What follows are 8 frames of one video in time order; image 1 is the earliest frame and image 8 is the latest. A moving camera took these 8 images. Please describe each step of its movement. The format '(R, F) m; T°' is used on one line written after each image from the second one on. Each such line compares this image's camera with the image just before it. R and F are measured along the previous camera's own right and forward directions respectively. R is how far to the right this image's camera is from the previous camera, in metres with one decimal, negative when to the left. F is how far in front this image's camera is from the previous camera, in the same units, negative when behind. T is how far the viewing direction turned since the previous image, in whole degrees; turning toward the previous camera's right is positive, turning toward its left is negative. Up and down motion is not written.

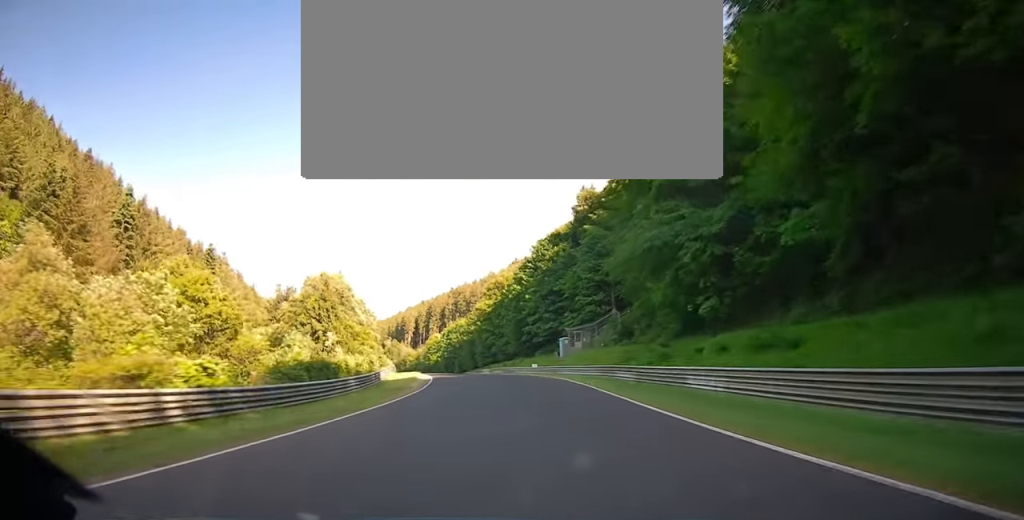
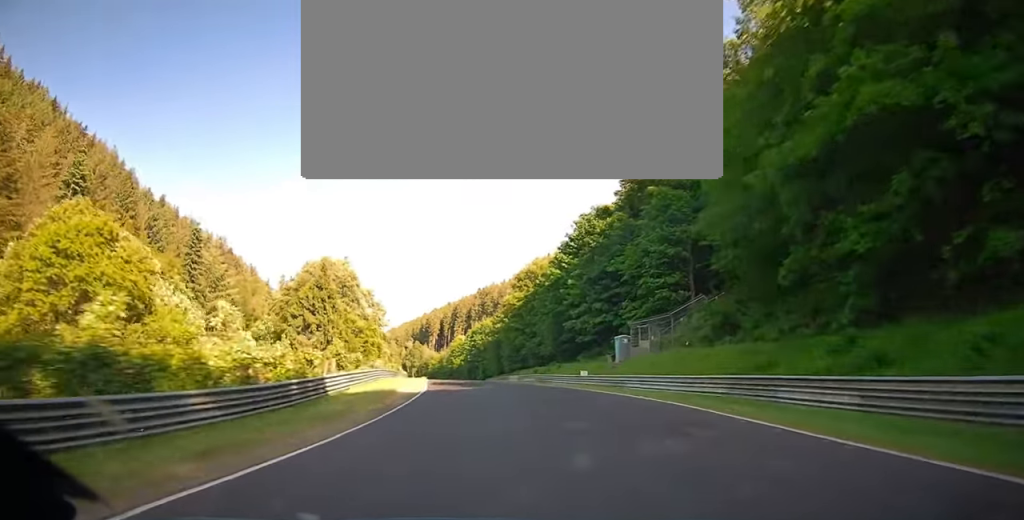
(-0.7, +18.1) m; -2°
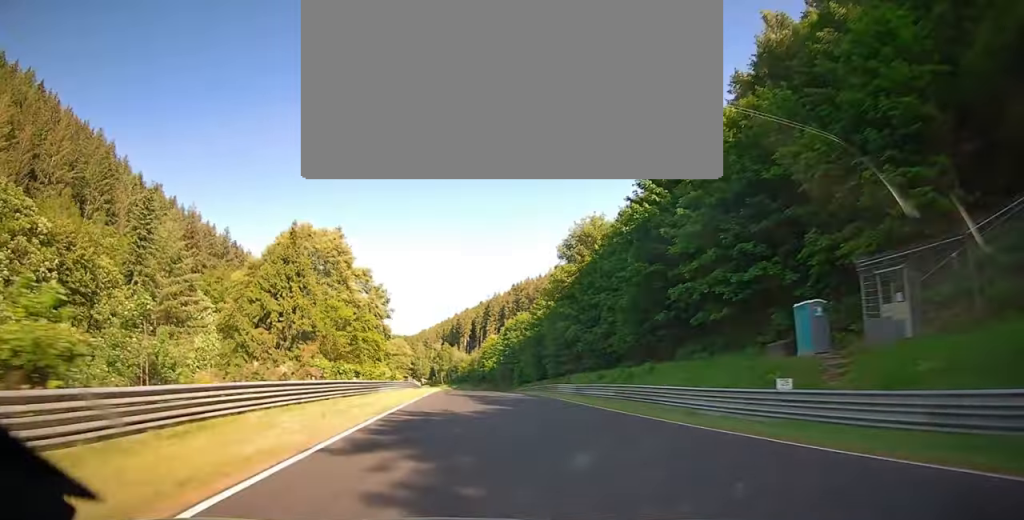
(-0.7, +26.4) m; -2°
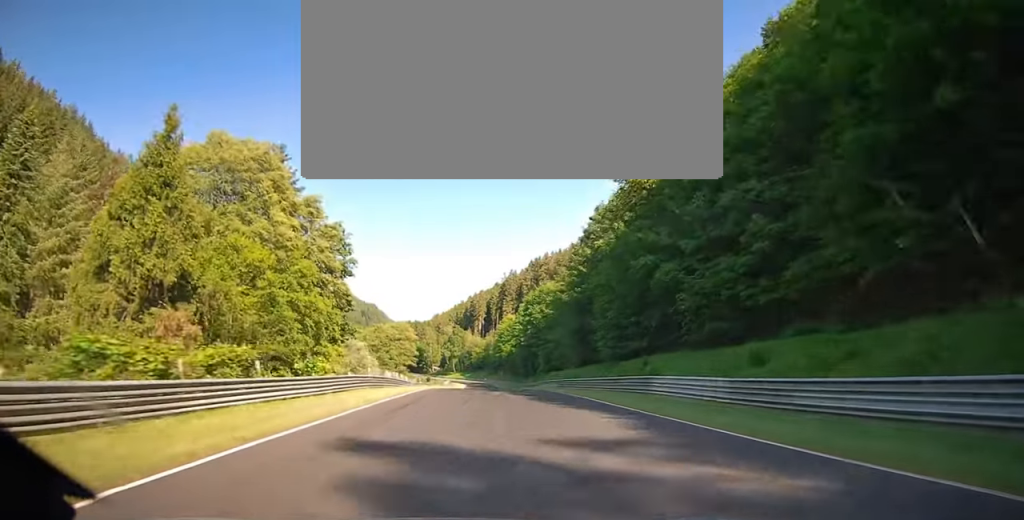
(-0.3, +28.2) m; -1°
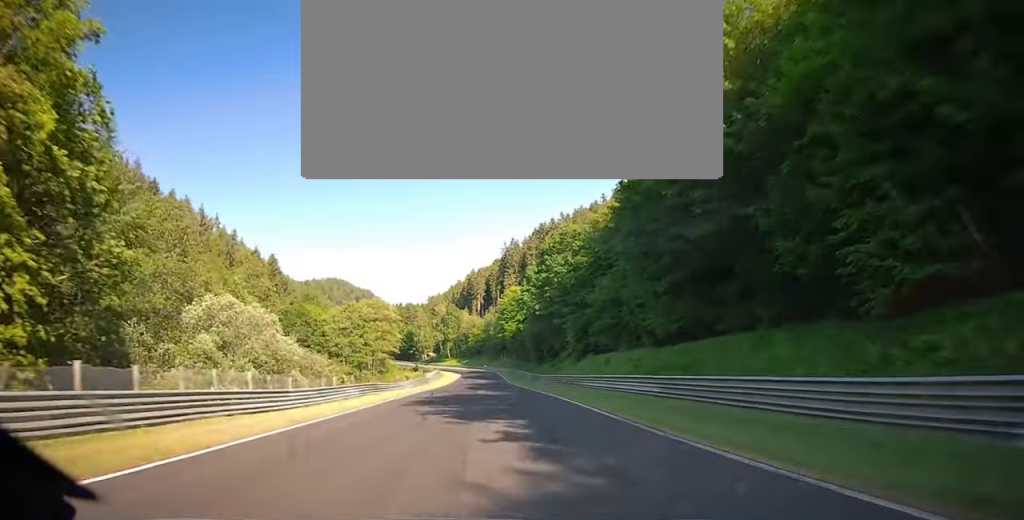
(-0.3, +35.9) m; -3°
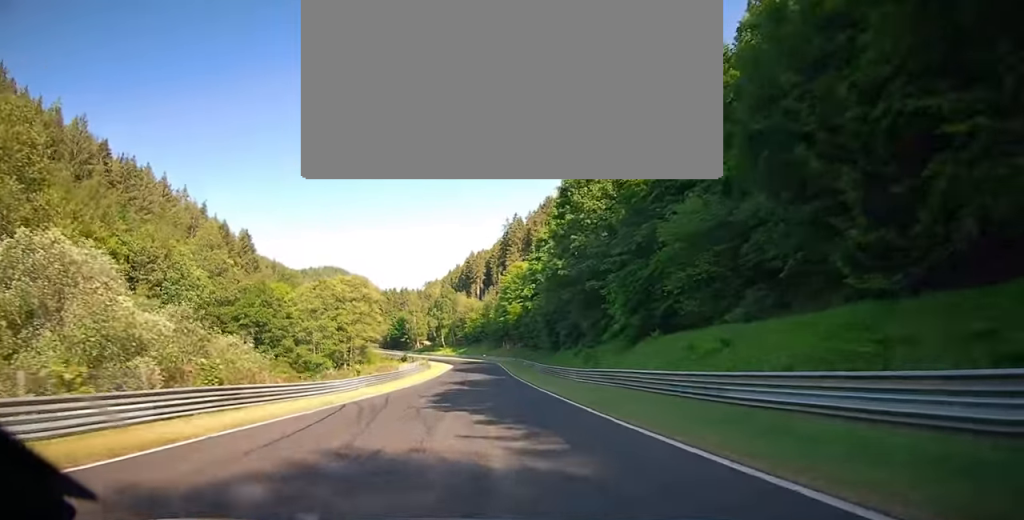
(-0.6, +23.9) m; -2°
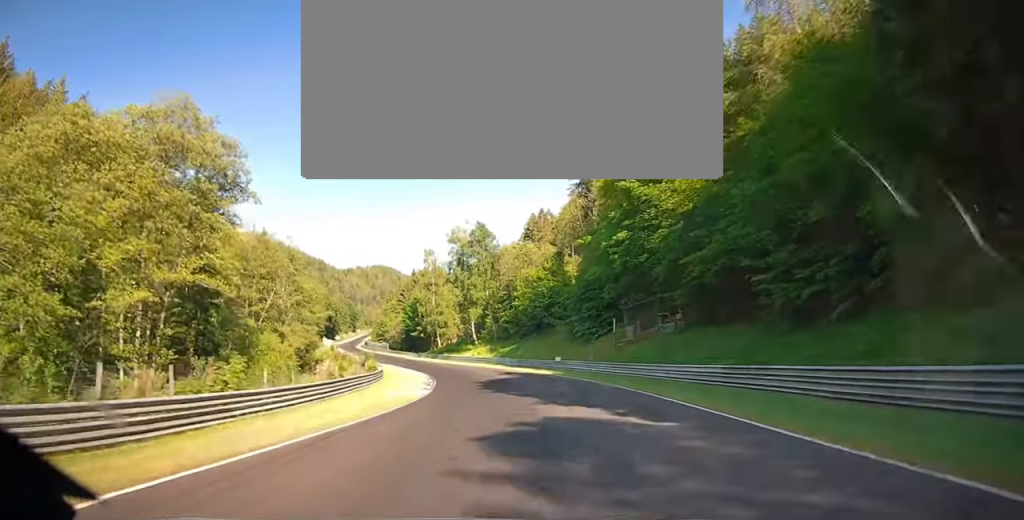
(-3.7, +86.8) m; -4°
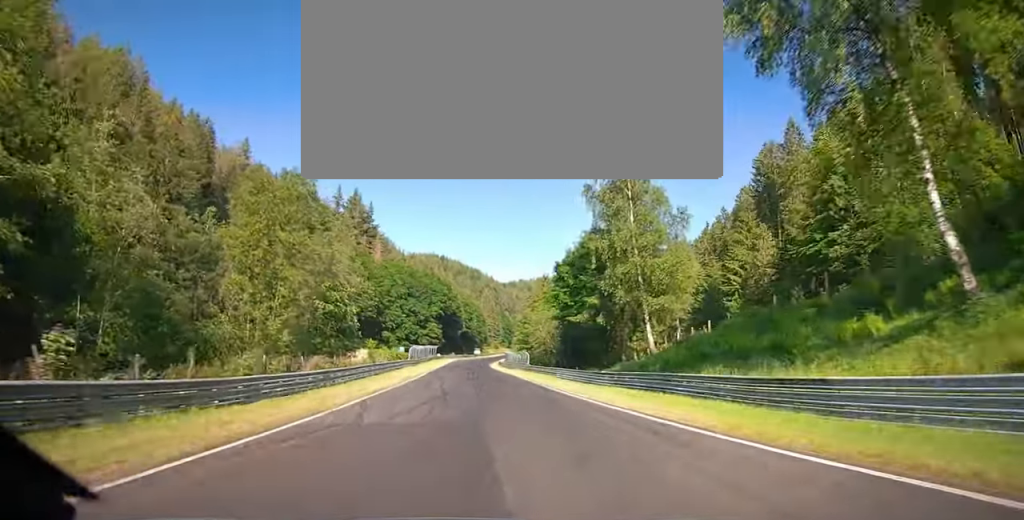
(-5.2, +77.3) m; -11°
